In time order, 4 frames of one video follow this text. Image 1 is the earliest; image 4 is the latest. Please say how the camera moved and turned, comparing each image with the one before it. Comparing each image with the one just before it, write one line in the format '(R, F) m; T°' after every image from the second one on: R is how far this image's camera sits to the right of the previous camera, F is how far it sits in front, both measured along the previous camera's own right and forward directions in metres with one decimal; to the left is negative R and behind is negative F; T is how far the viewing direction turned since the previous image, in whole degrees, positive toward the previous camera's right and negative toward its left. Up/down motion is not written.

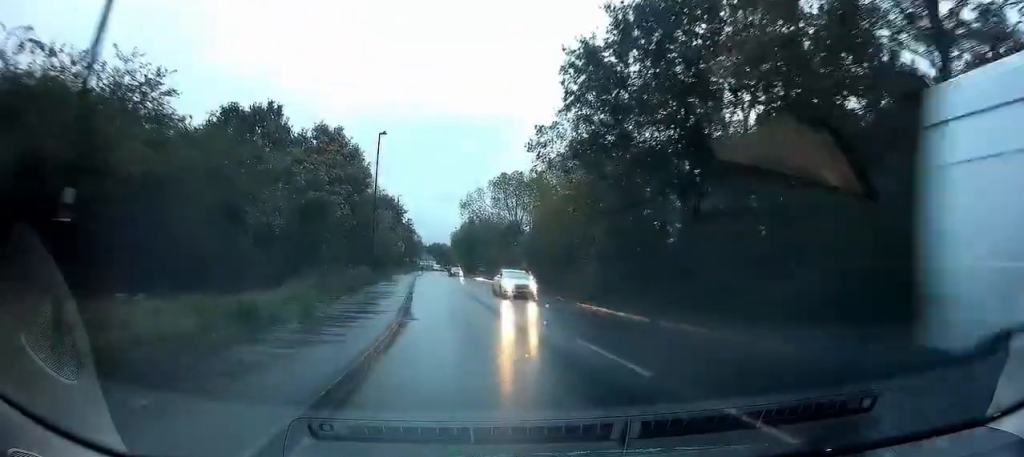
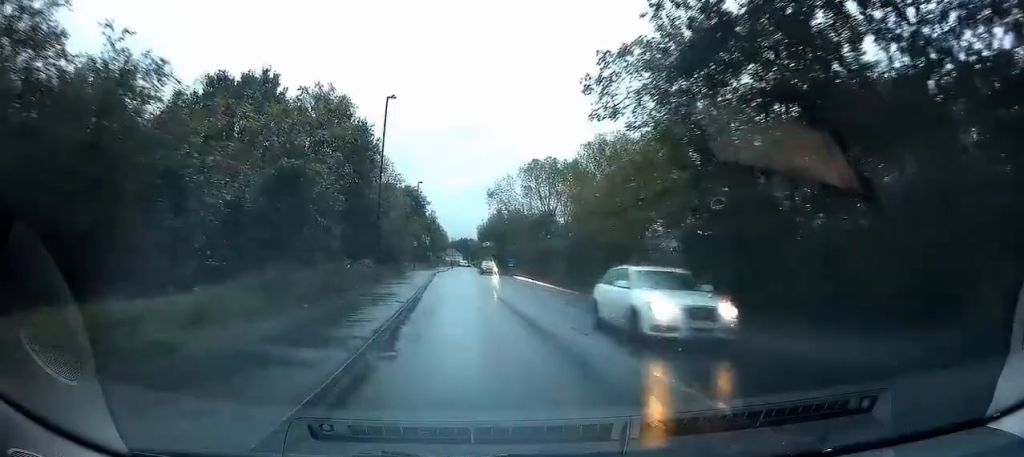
(-0.1, +8.2) m; -1°
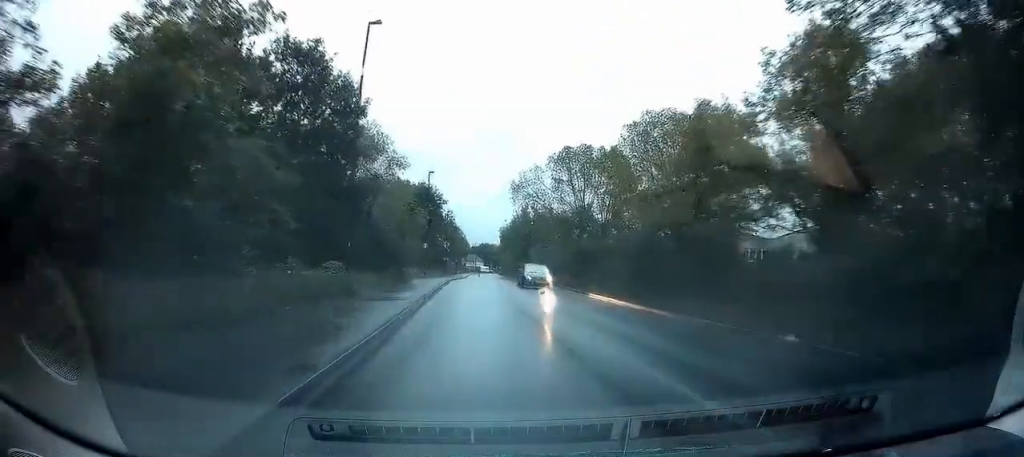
(-0.1, +11.9) m; -2°
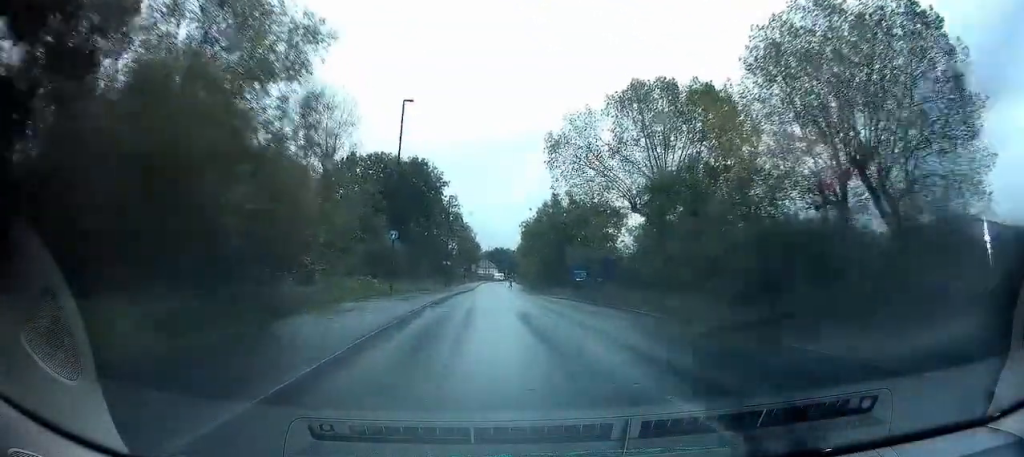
(-1.8, +27.0) m; -5°
